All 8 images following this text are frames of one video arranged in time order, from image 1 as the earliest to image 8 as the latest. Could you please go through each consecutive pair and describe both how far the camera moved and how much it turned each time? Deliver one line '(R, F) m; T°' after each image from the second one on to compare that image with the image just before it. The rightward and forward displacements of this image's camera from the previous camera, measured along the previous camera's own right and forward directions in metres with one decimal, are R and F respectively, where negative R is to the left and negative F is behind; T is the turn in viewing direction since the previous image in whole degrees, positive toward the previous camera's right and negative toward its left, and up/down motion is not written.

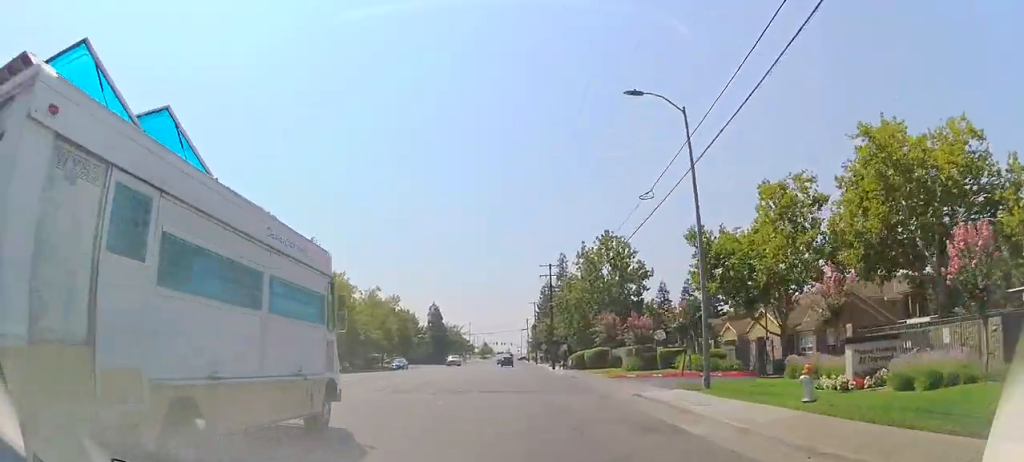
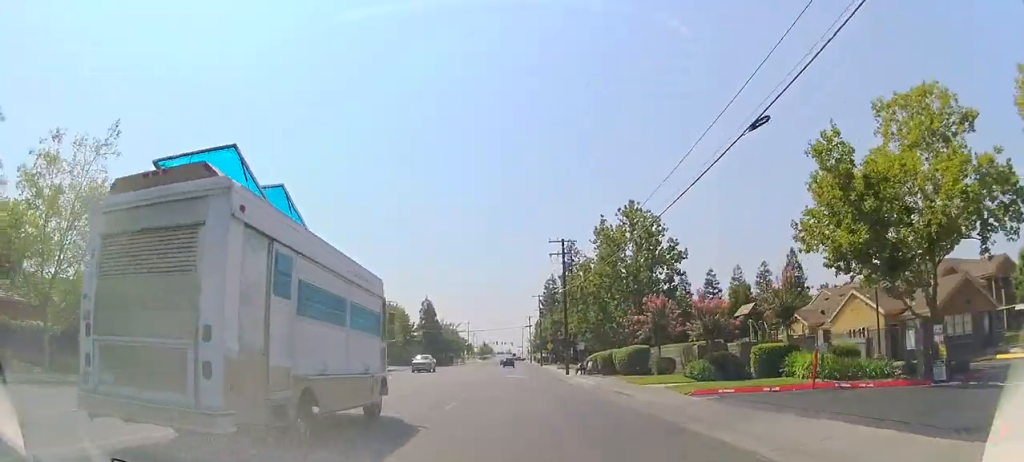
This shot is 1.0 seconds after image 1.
(0.0, +13.2) m; 0°
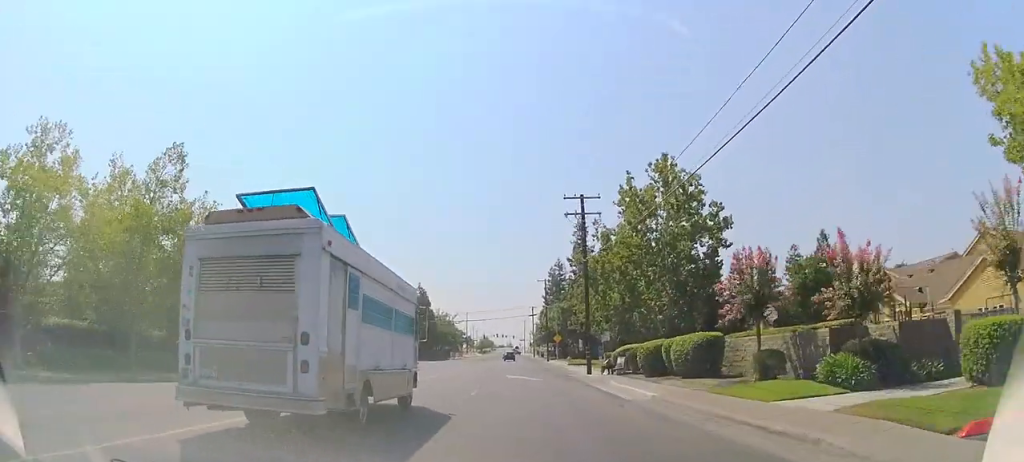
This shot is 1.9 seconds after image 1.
(0.0, +11.8) m; -1°
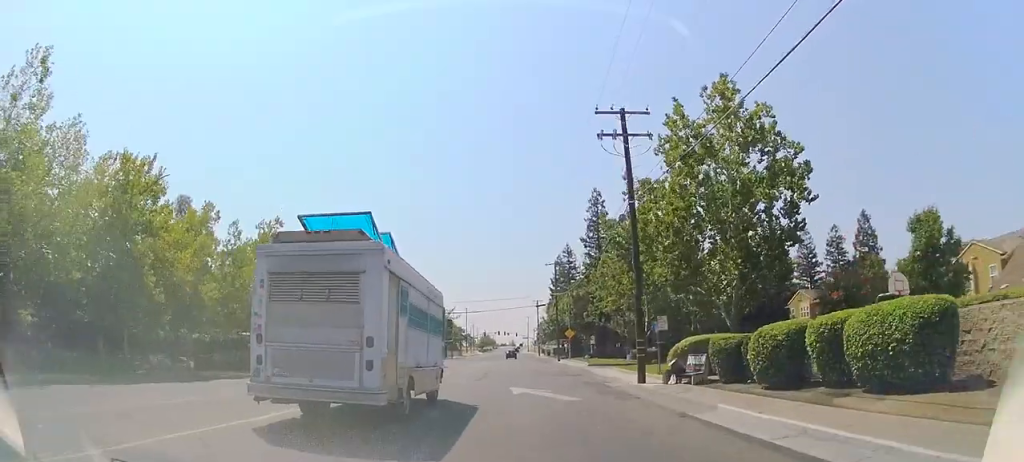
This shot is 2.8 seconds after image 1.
(-0.2, +12.9) m; -1°
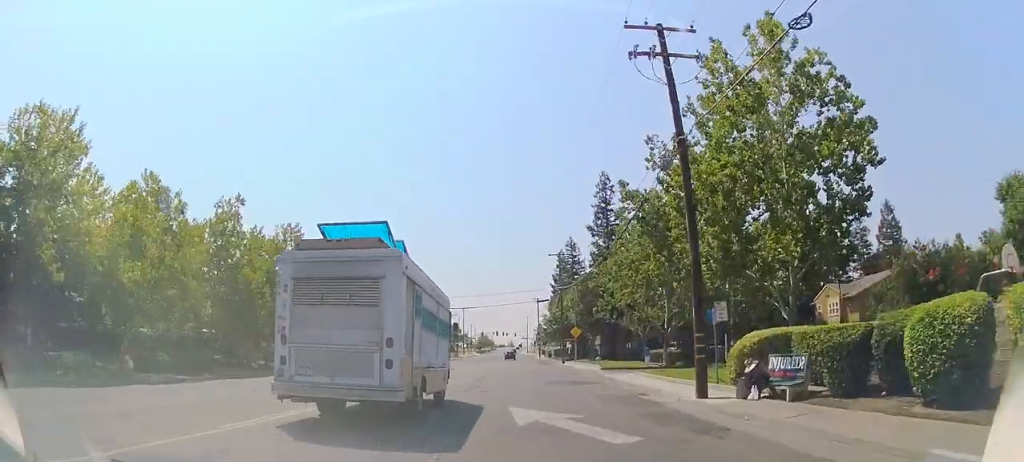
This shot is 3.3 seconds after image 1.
(-0.1, +7.0) m; 0°
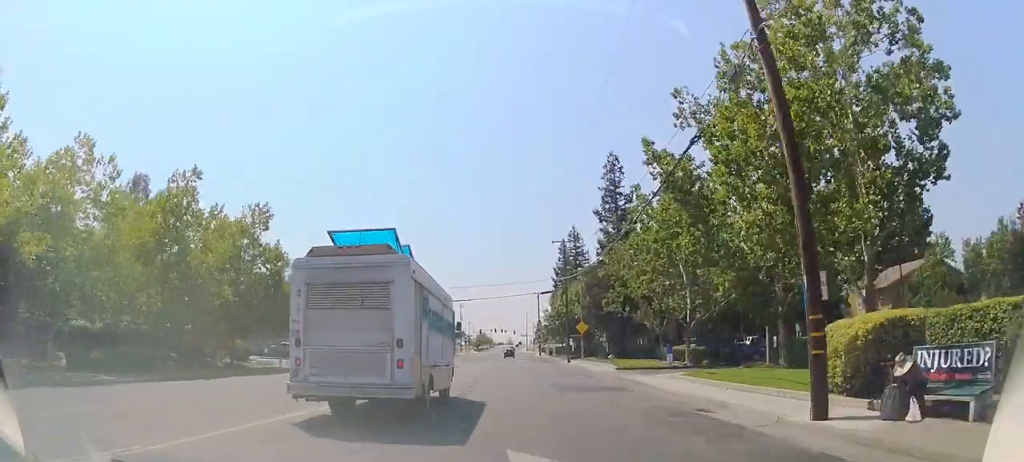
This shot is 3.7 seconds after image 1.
(+0.2, +6.1) m; +1°
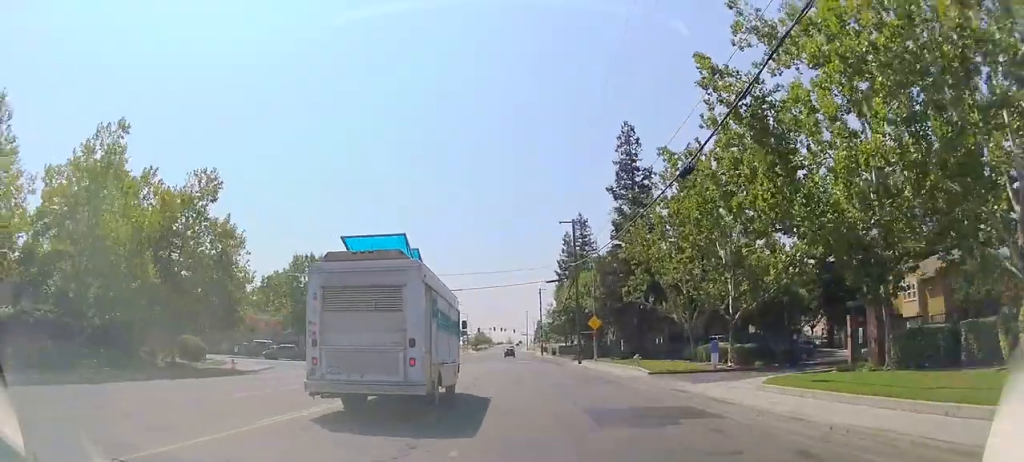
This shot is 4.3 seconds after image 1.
(+0.1, +8.0) m; +1°
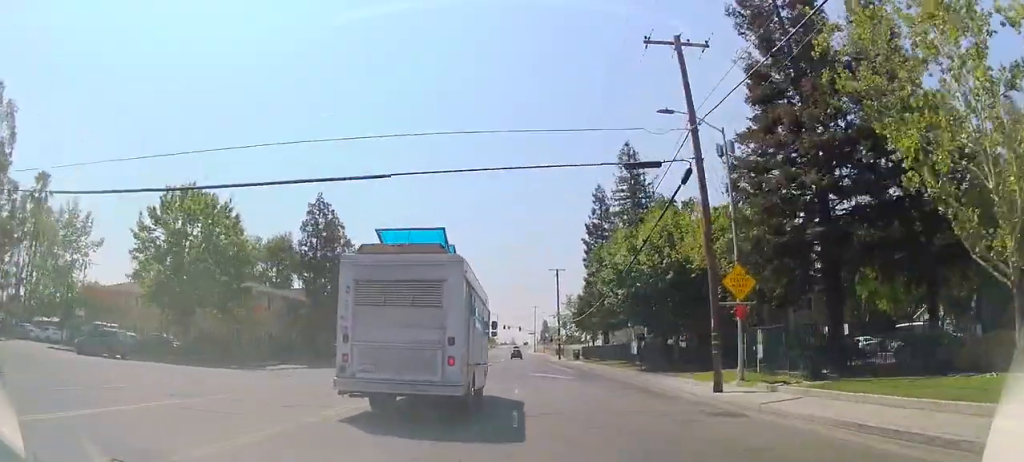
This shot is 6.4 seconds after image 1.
(-0.3, +28.3) m; 0°
